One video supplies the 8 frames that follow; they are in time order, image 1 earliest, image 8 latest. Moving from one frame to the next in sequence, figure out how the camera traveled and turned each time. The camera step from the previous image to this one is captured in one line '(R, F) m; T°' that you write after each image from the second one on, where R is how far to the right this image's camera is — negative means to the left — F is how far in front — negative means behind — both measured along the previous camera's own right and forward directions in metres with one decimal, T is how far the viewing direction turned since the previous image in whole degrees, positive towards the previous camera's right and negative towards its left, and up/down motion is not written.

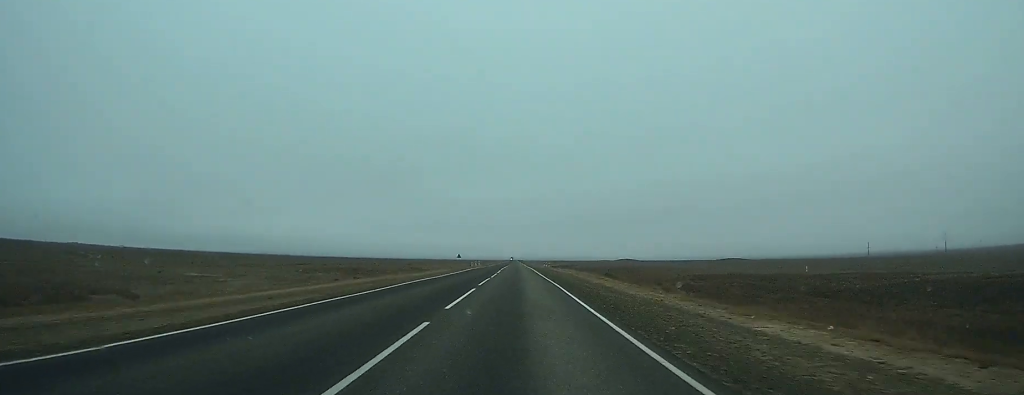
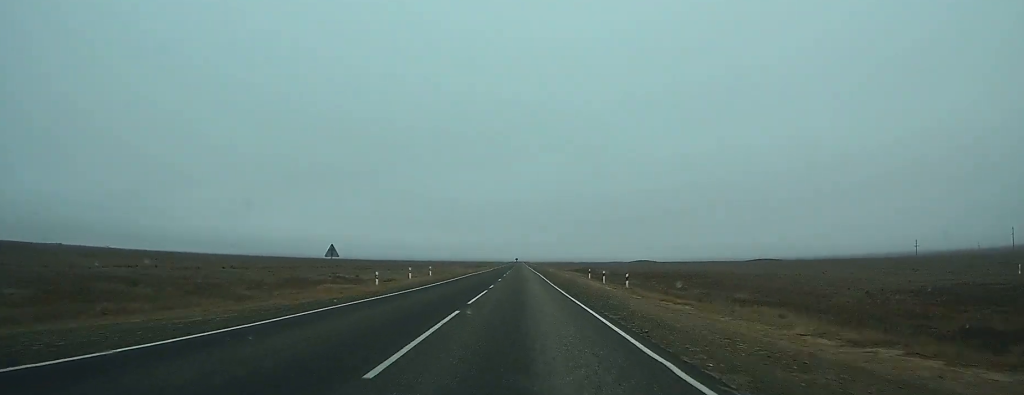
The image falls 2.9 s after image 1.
(-0.1, +82.8) m; 0°
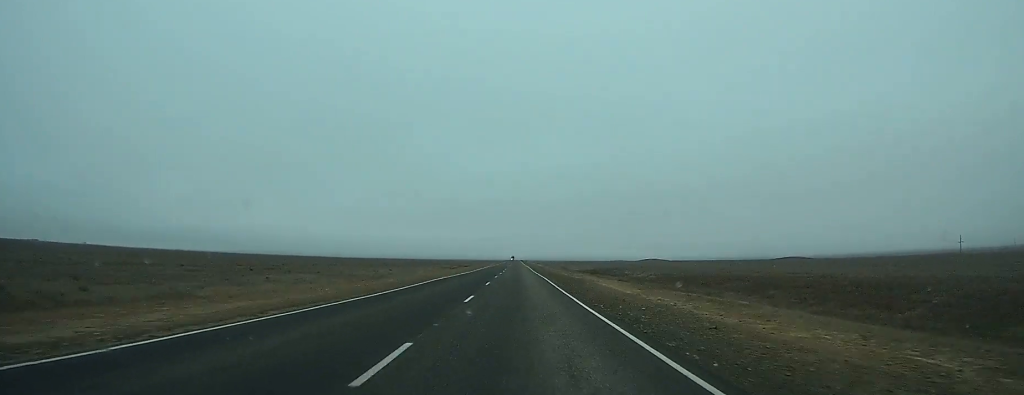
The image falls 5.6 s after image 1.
(-0.1, +73.7) m; 0°
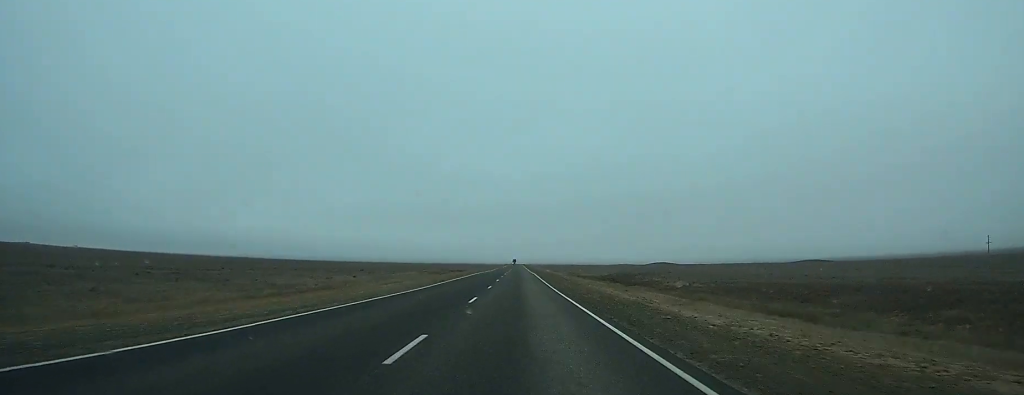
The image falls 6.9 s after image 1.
(0.0, +33.6) m; 0°
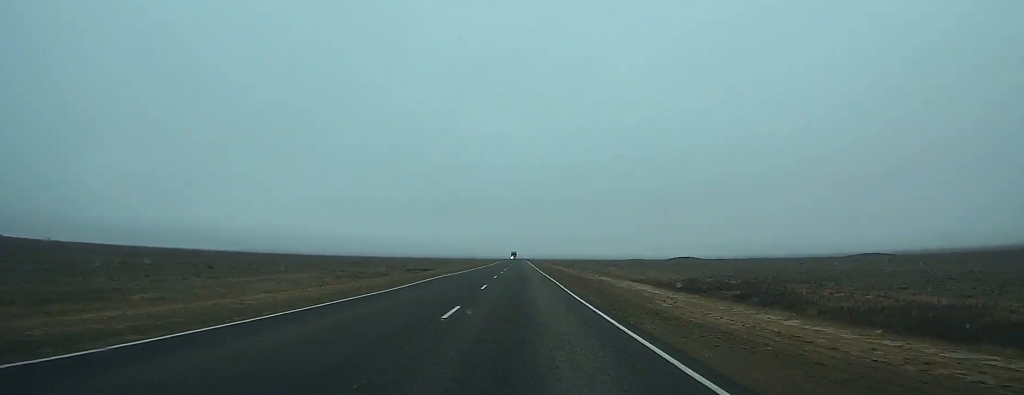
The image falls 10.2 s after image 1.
(0.0, +87.8) m; 0°
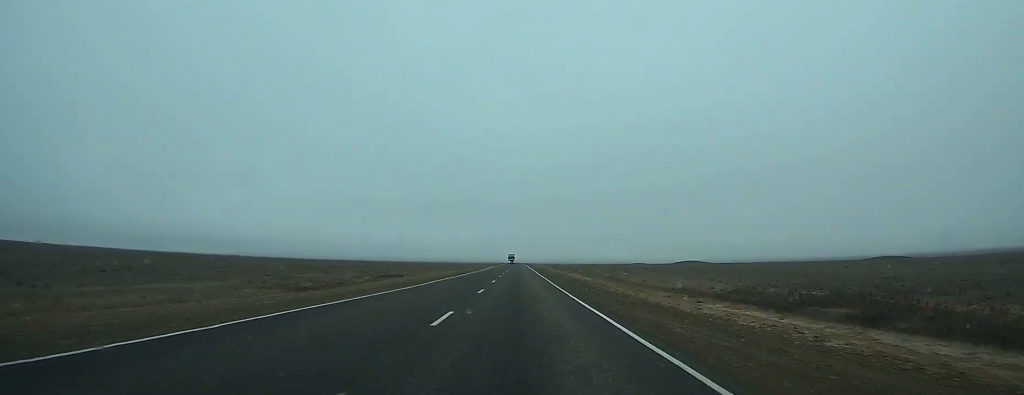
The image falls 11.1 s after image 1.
(0.0, +26.6) m; 0°
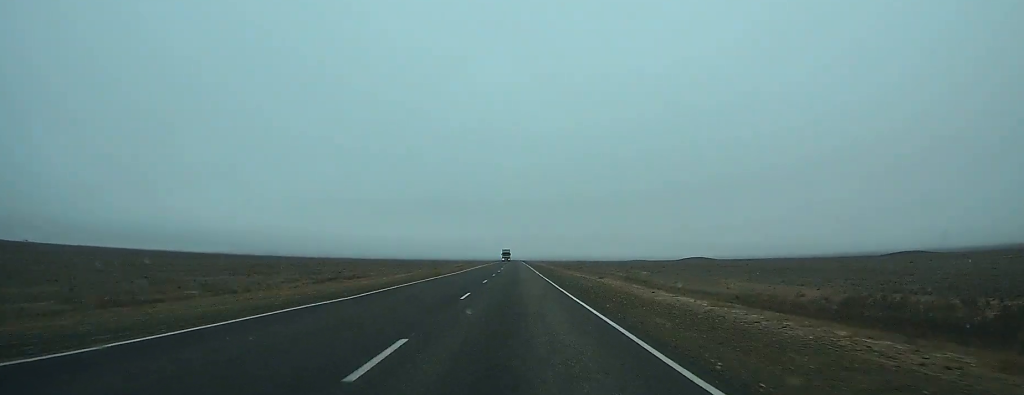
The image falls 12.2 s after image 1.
(0.0, +30.4) m; 0°
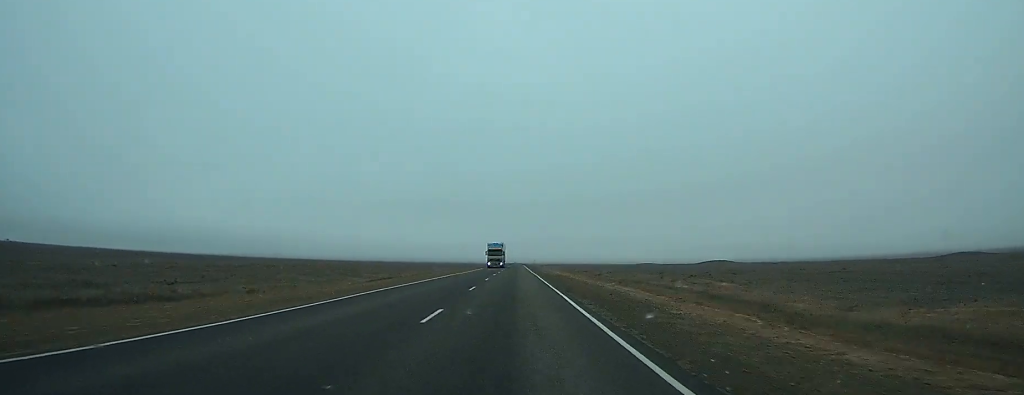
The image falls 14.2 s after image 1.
(+0.1, +56.5) m; 0°
